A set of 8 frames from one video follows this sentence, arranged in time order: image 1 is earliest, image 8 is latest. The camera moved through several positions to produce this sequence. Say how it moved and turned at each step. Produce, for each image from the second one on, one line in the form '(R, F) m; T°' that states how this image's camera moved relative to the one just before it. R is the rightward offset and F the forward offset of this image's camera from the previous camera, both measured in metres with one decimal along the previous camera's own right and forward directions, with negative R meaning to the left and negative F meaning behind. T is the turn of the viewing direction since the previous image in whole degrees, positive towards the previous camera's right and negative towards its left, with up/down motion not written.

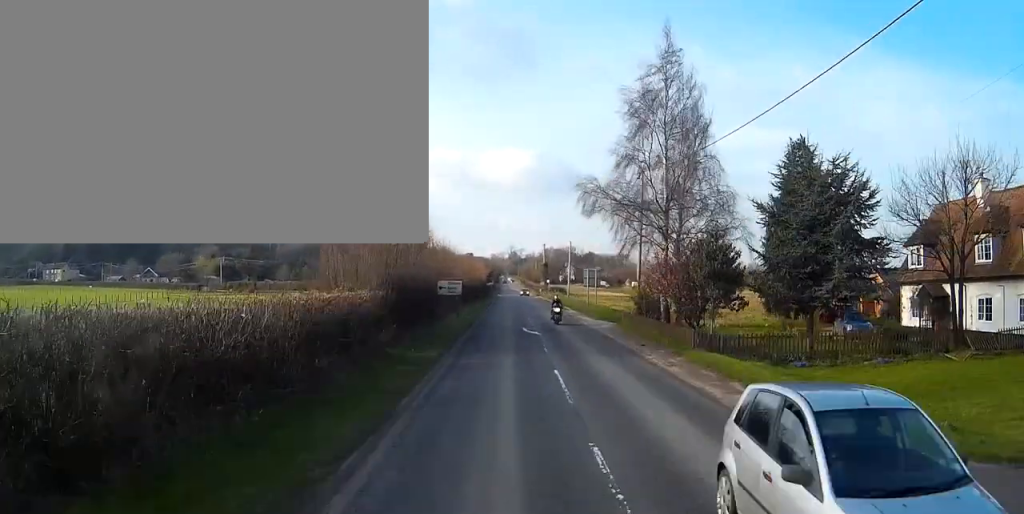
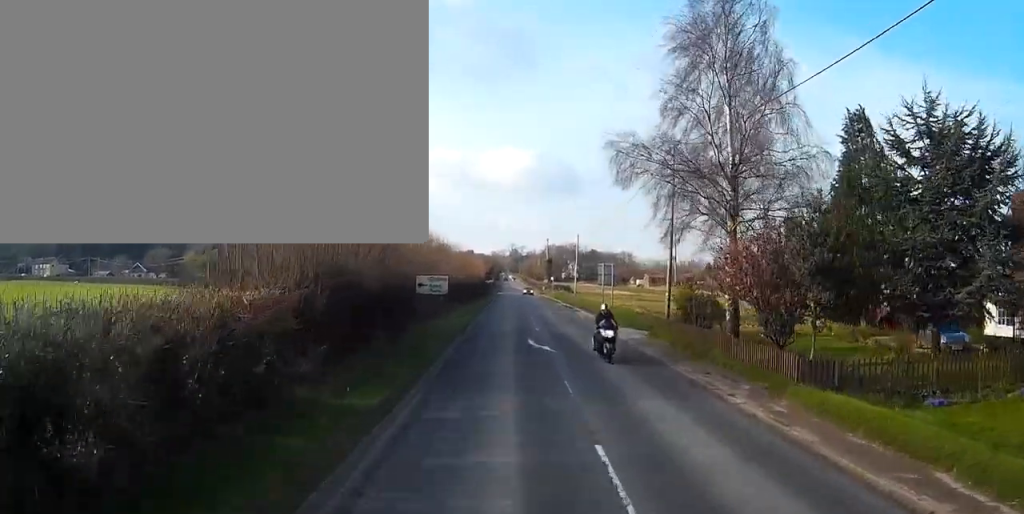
(-0.1, +9.4) m; 0°
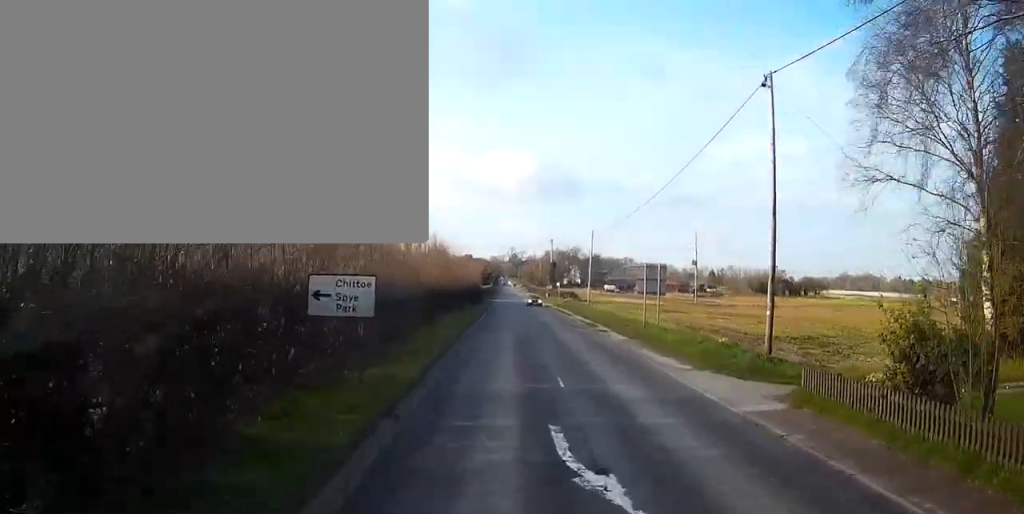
(0.0, +16.4) m; 0°
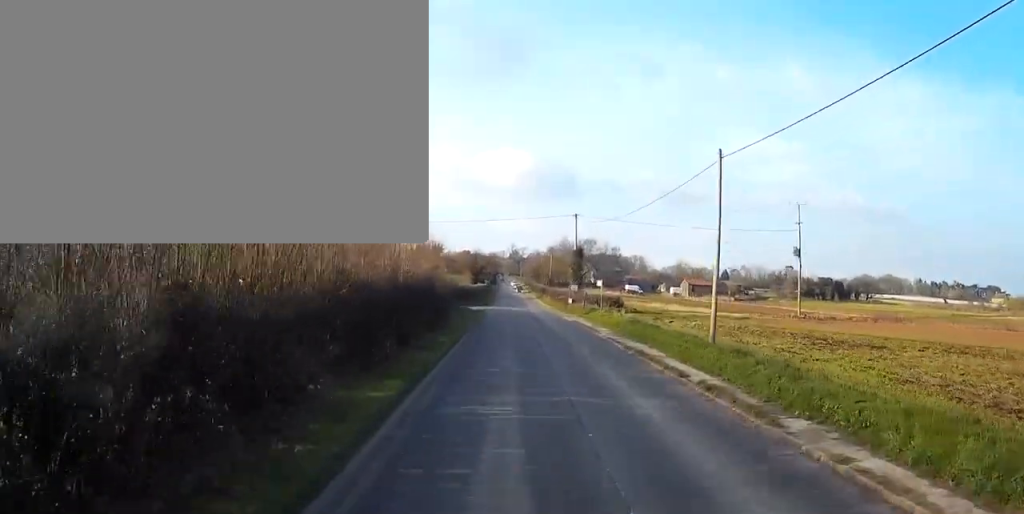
(+0.2, +45.3) m; 0°
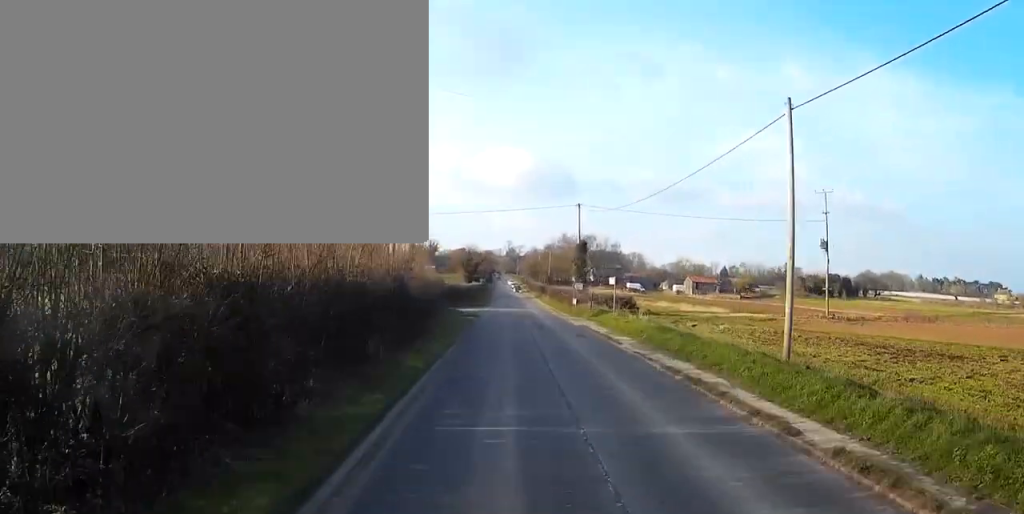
(0.0, +8.2) m; 0°
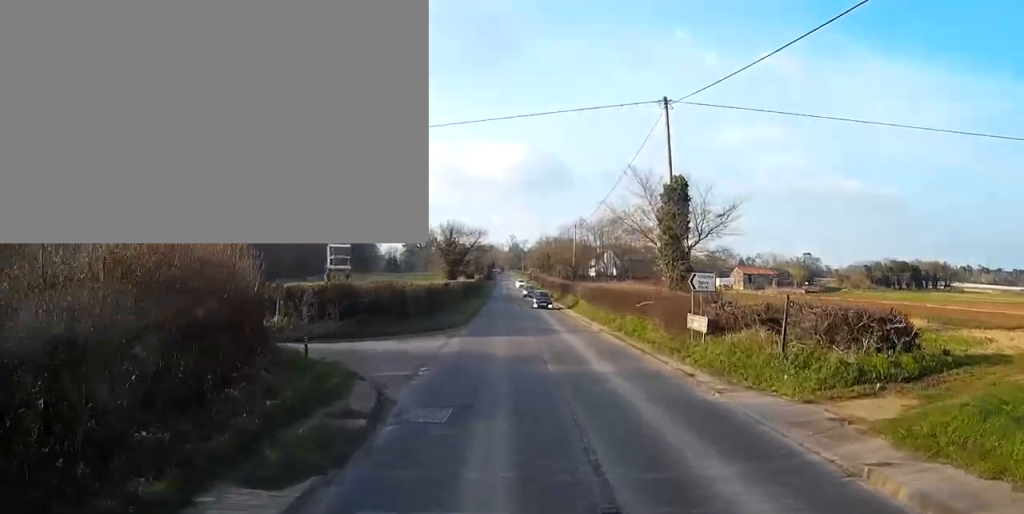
(+0.3, +42.1) m; 0°
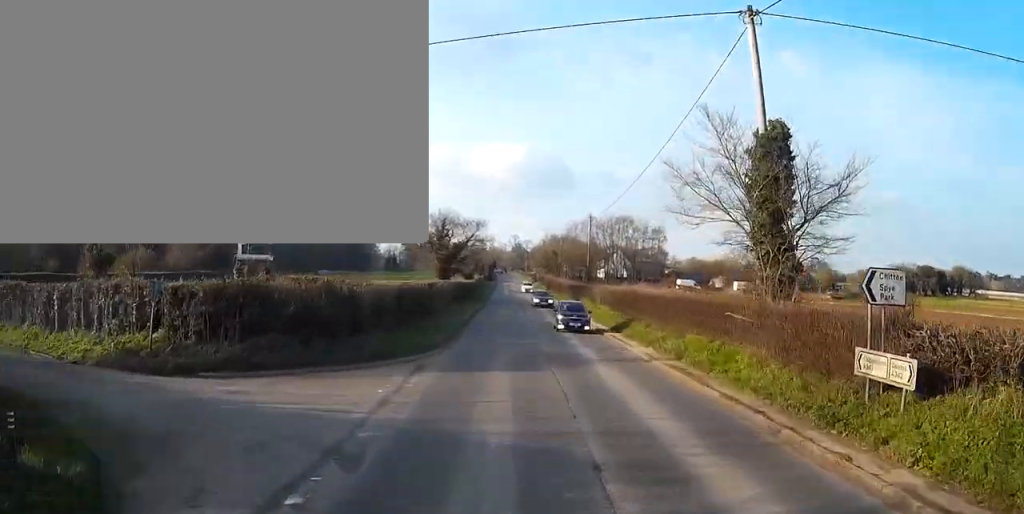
(0.0, +12.2) m; 0°
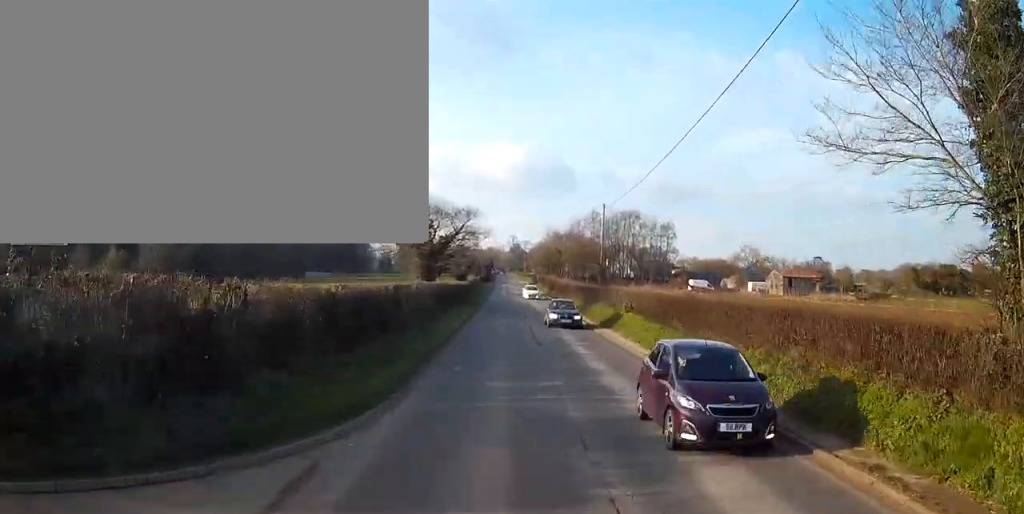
(-0.1, +11.6) m; 0°
